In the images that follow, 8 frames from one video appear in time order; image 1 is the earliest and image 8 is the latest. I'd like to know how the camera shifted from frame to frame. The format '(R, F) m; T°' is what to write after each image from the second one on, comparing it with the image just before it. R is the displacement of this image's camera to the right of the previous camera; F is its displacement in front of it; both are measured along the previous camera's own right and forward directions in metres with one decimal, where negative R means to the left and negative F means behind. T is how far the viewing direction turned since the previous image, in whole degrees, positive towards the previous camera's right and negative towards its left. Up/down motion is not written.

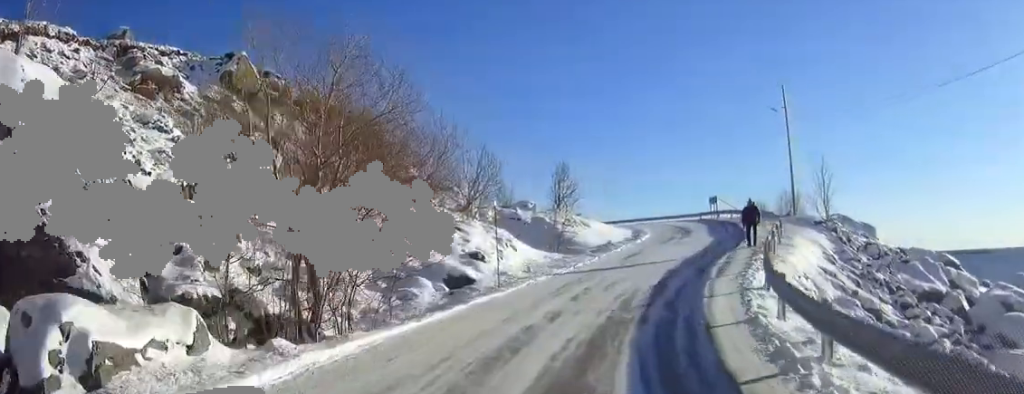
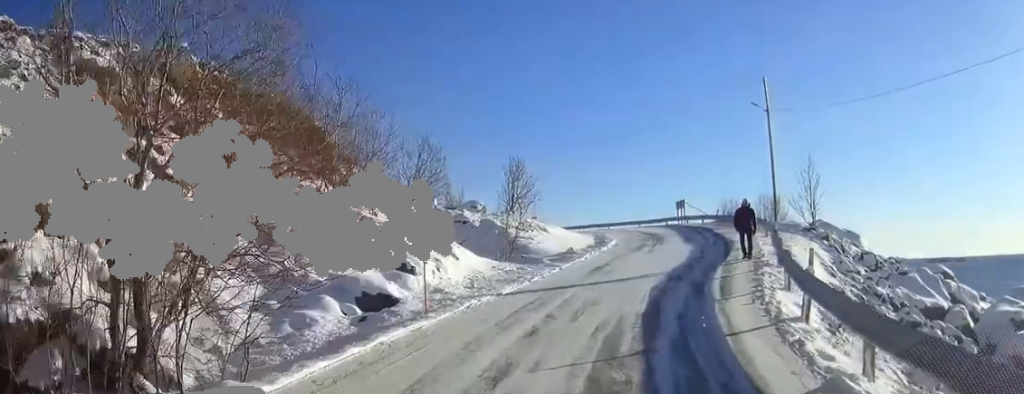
(+0.1, +5.0) m; +3°
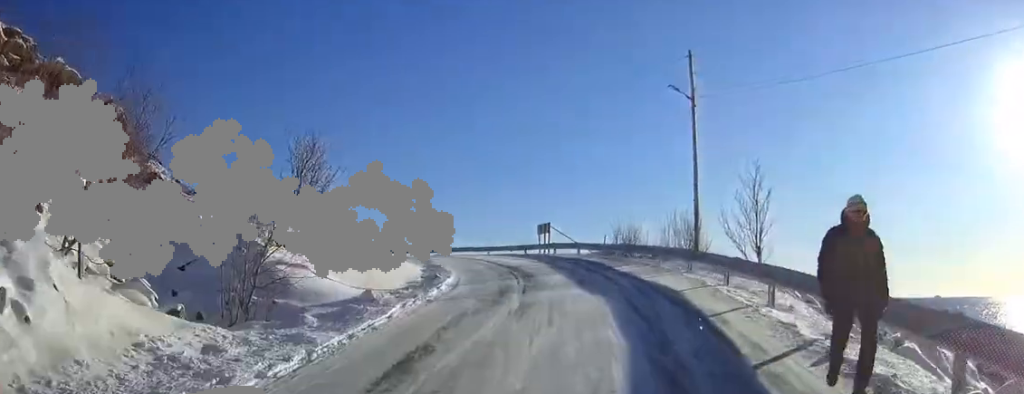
(+1.3, +13.9) m; +11°
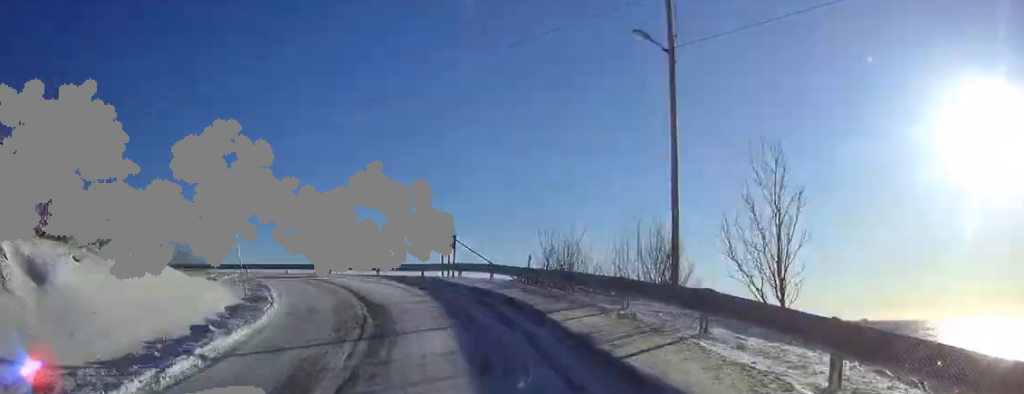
(+0.9, +10.8) m; +5°
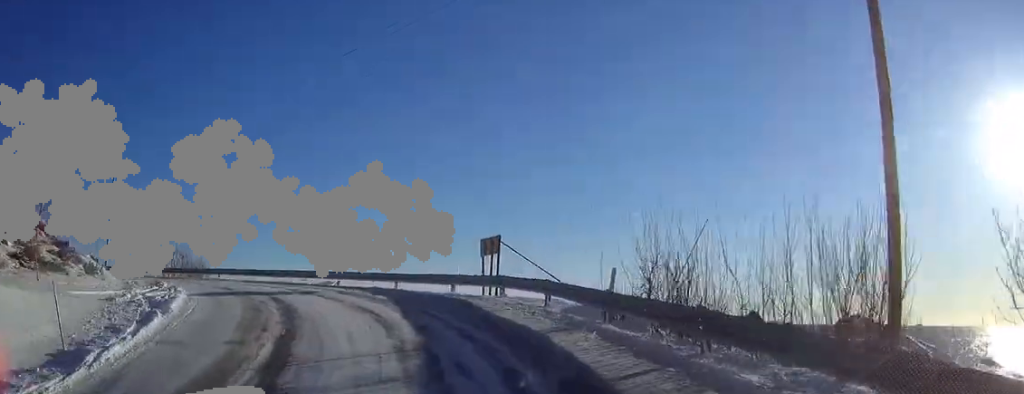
(0.0, +9.6) m; -2°
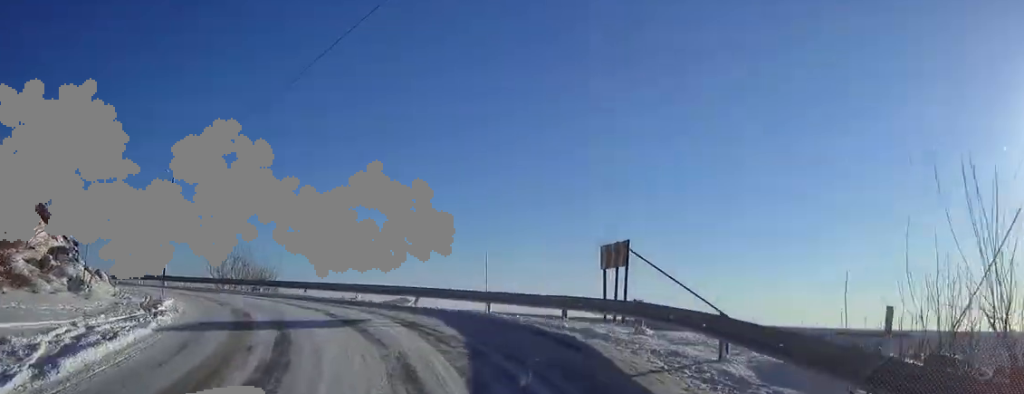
(0.0, +7.3) m; -6°
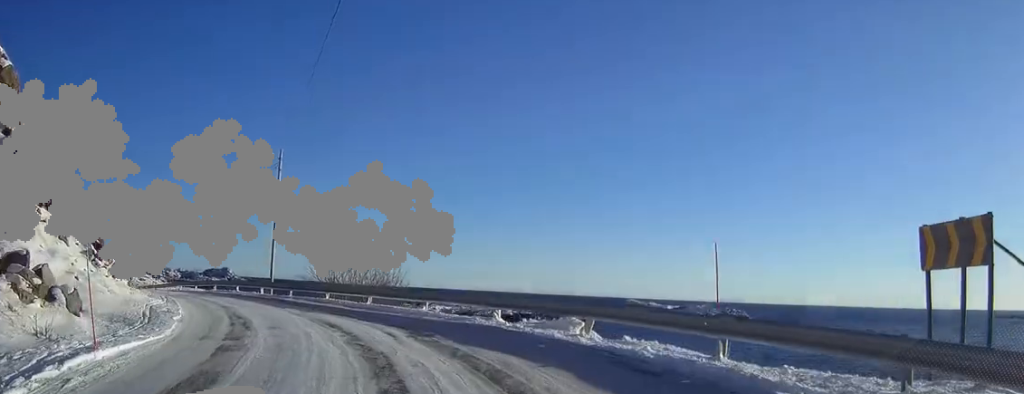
(-1.3, +10.3) m; -13°
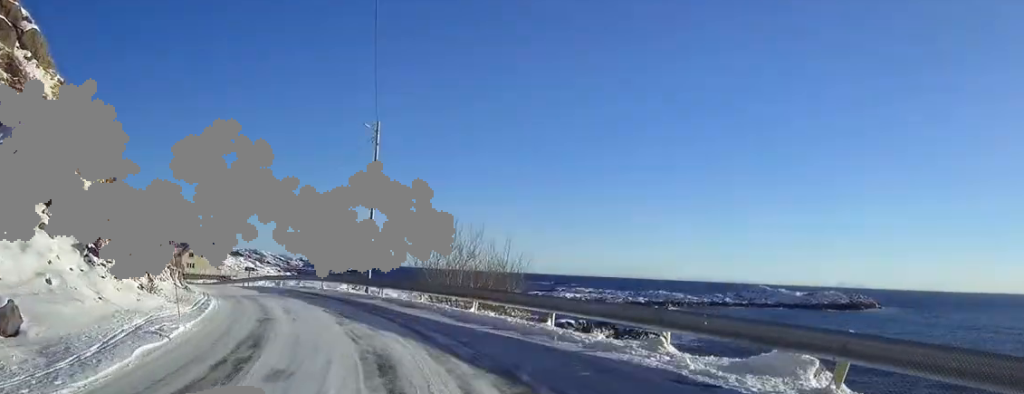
(-0.4, +7.1) m; -9°
